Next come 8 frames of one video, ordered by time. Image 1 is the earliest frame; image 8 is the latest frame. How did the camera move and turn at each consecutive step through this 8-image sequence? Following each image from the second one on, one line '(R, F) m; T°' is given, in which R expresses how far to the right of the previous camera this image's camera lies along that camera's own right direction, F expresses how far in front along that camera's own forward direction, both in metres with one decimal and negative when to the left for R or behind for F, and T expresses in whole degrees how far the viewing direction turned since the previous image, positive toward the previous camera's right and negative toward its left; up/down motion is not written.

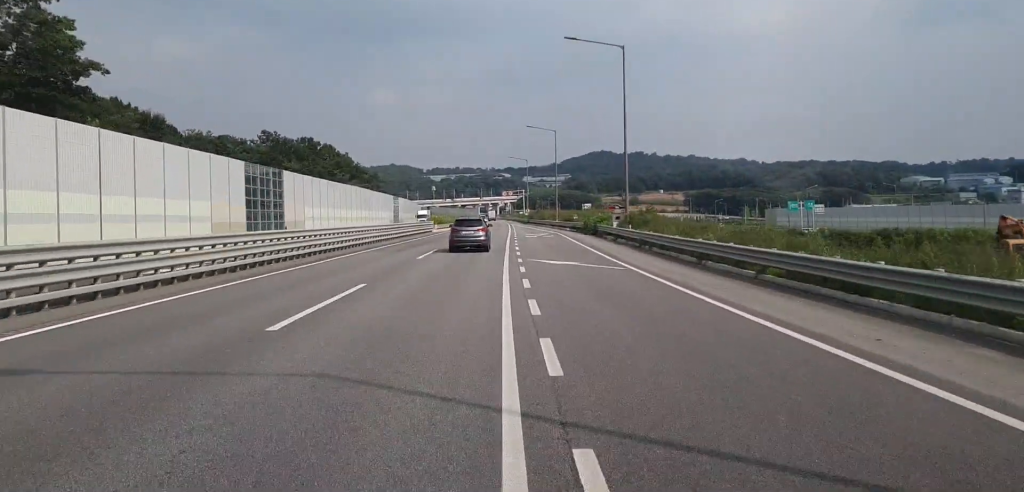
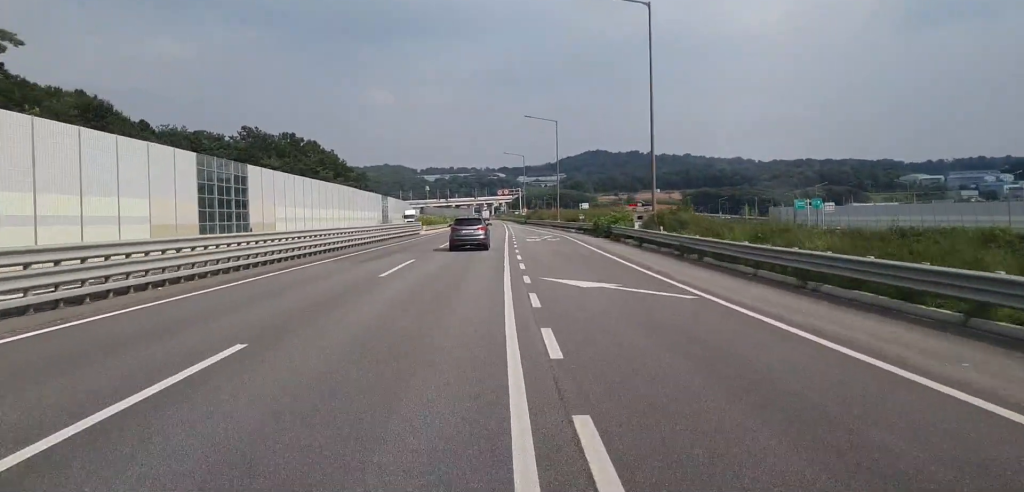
(0.0, +9.4) m; +1°
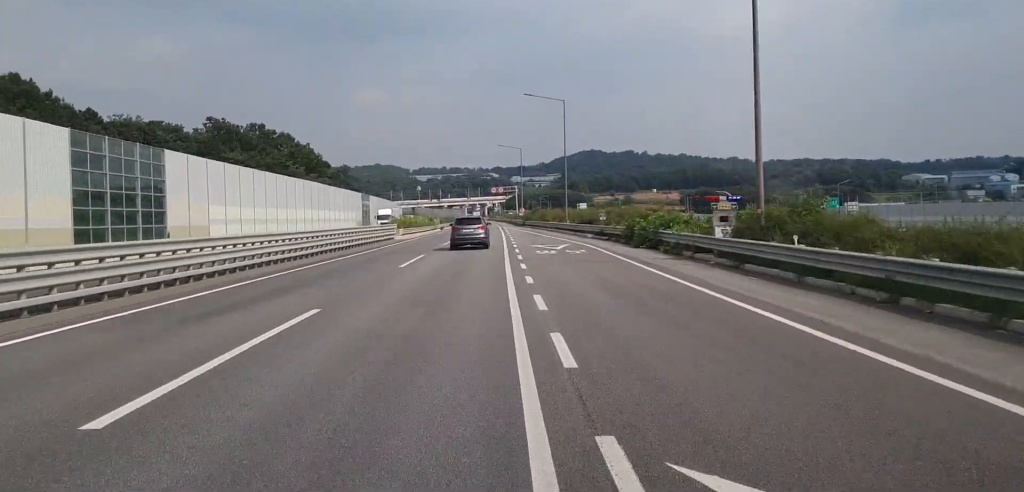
(+0.7, +16.0) m; +1°
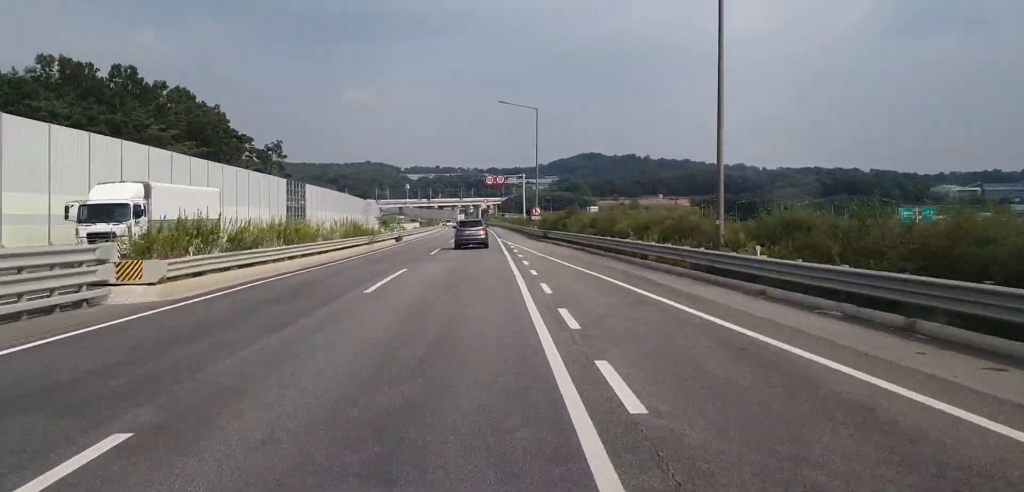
(-1.0, +48.3) m; -1°
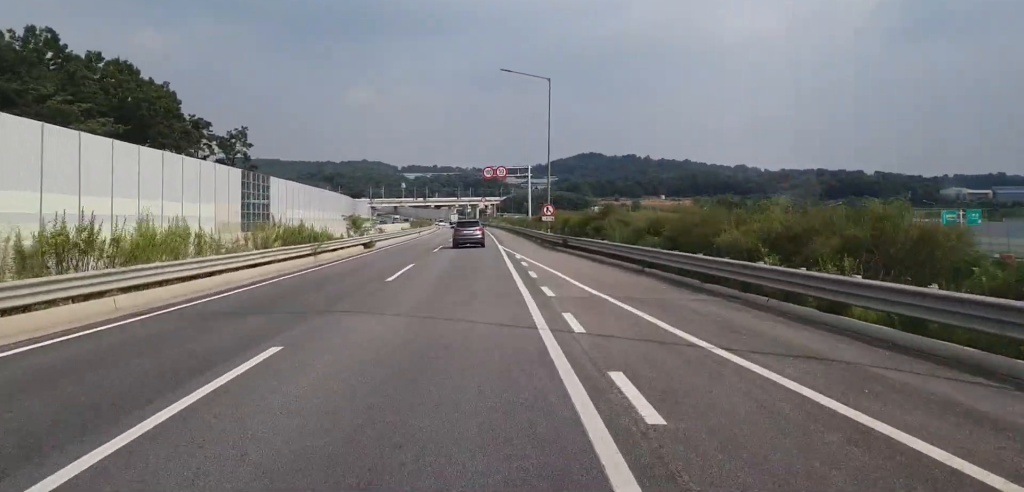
(0.0, +16.0) m; 0°
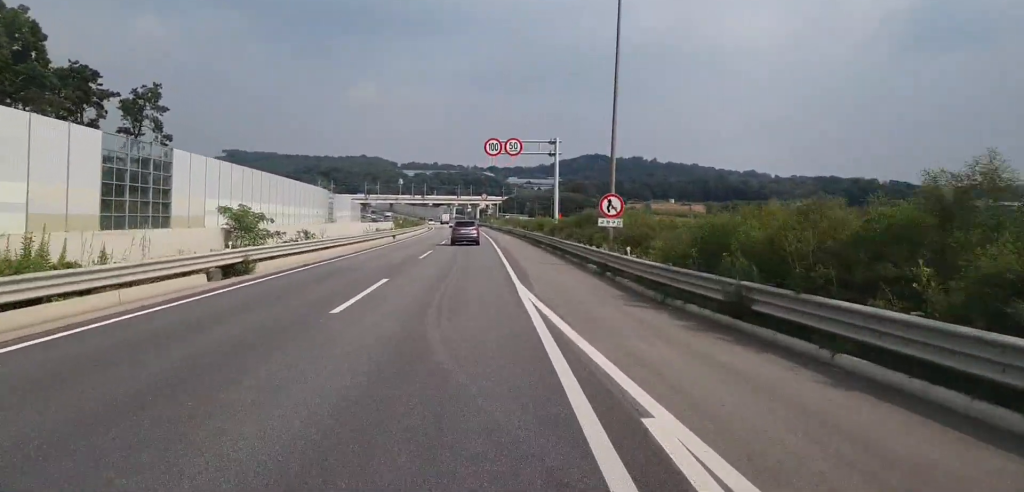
(+0.1, +28.1) m; 0°
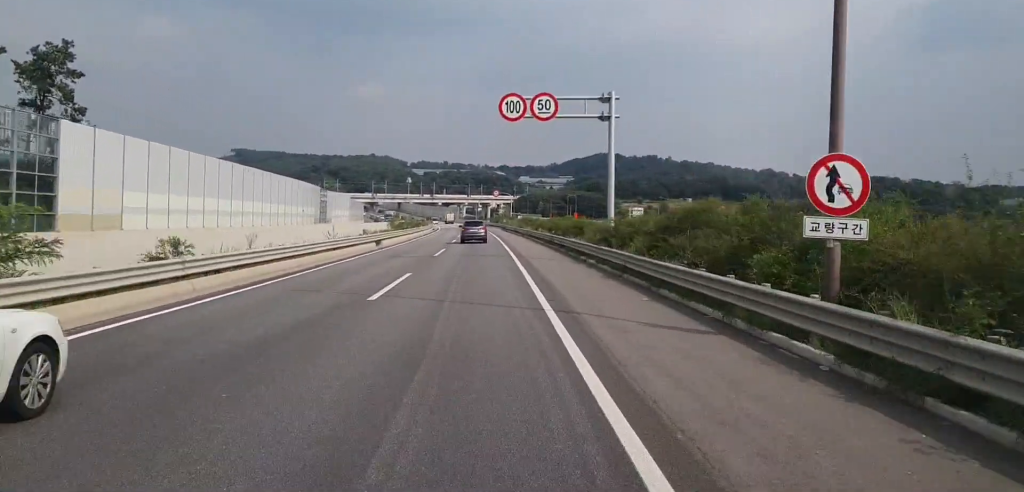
(-0.1, +18.0) m; 0°
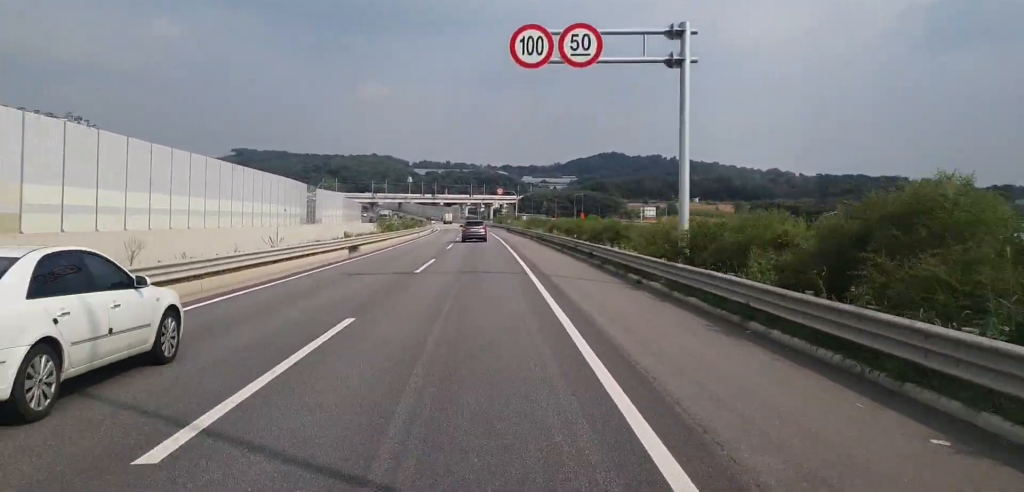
(0.0, +11.5) m; +1°
